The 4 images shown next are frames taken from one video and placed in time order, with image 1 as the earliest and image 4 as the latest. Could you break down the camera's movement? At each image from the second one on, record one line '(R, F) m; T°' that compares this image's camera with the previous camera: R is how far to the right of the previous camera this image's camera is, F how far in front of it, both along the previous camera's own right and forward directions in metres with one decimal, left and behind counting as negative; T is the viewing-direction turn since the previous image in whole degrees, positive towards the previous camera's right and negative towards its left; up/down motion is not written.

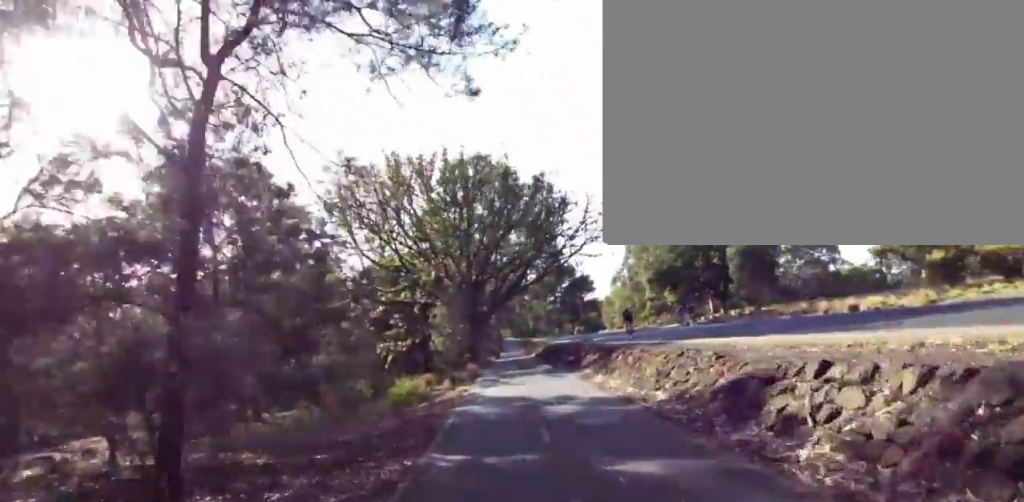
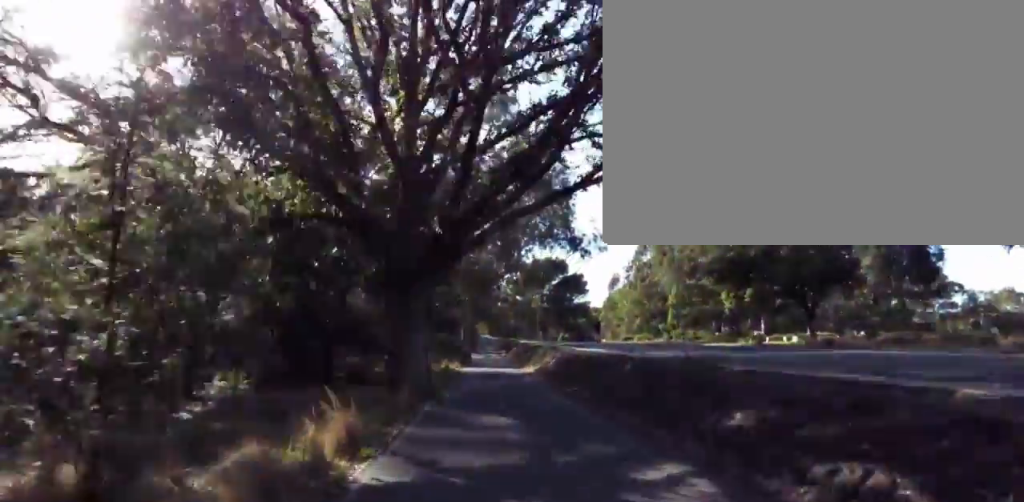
(+5.1, +19.5) m; +9°
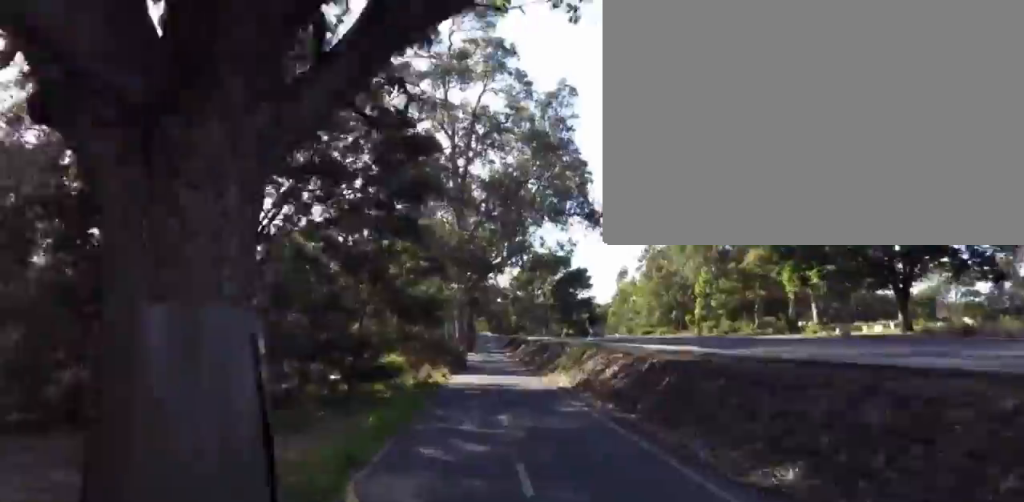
(-1.2, +10.5) m; -5°
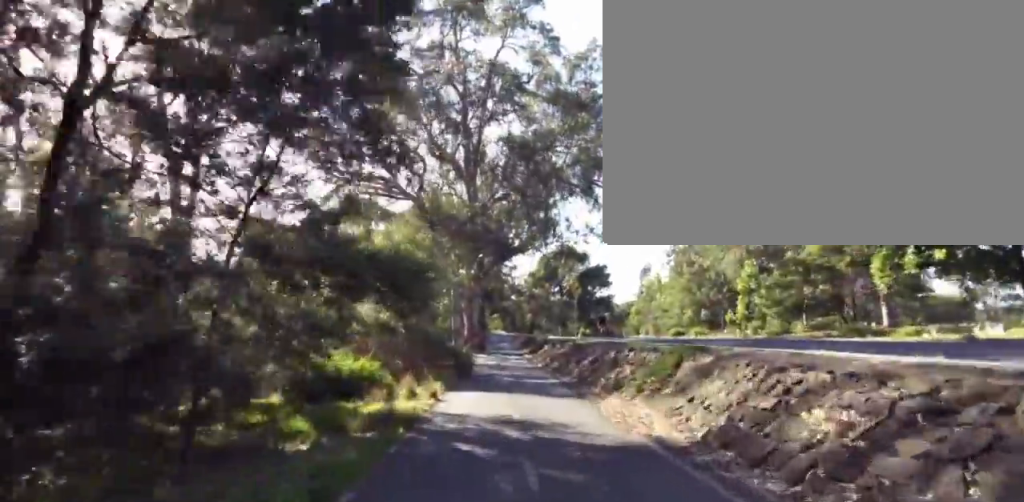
(+0.1, +7.7) m; +2°
